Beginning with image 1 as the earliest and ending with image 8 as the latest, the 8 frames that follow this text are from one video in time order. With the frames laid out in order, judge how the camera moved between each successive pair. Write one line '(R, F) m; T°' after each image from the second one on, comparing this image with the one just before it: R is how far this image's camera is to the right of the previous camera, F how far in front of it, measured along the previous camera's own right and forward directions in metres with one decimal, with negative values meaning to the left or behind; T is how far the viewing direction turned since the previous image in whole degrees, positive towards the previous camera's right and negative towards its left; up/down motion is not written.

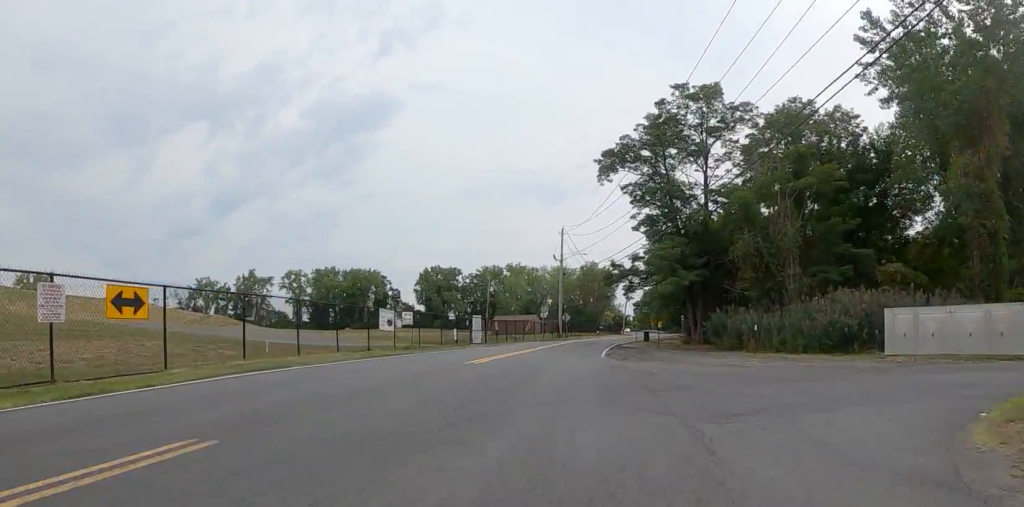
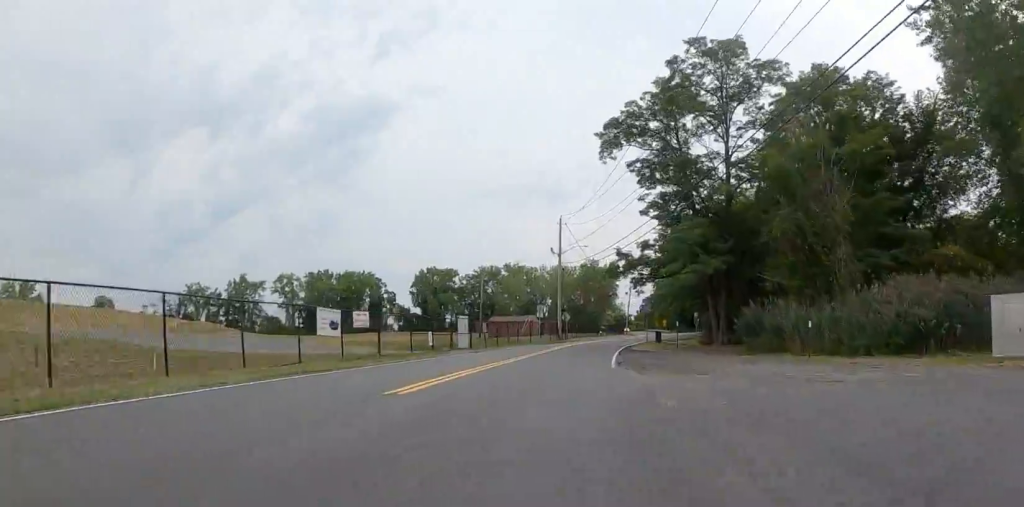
(0.0, +6.3) m; +5°
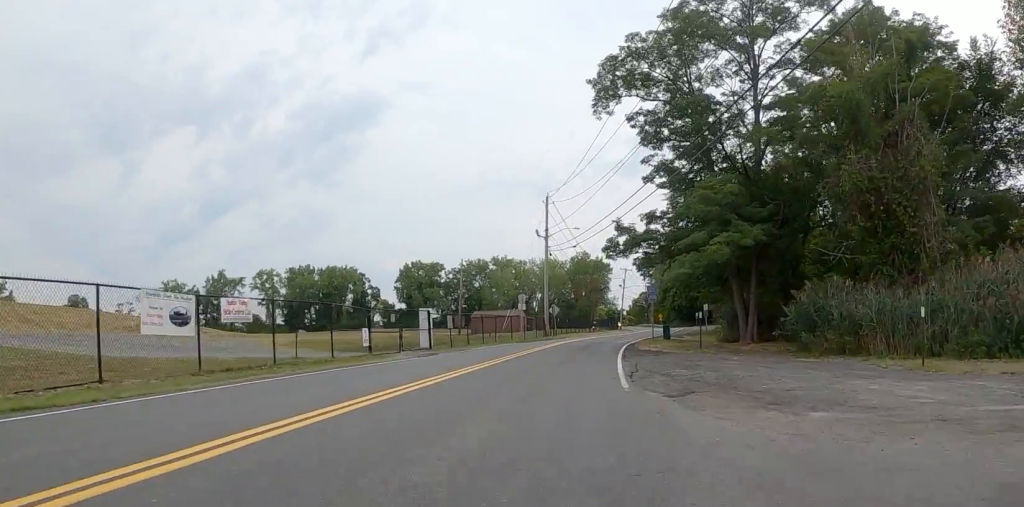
(+0.8, +7.9) m; +8°
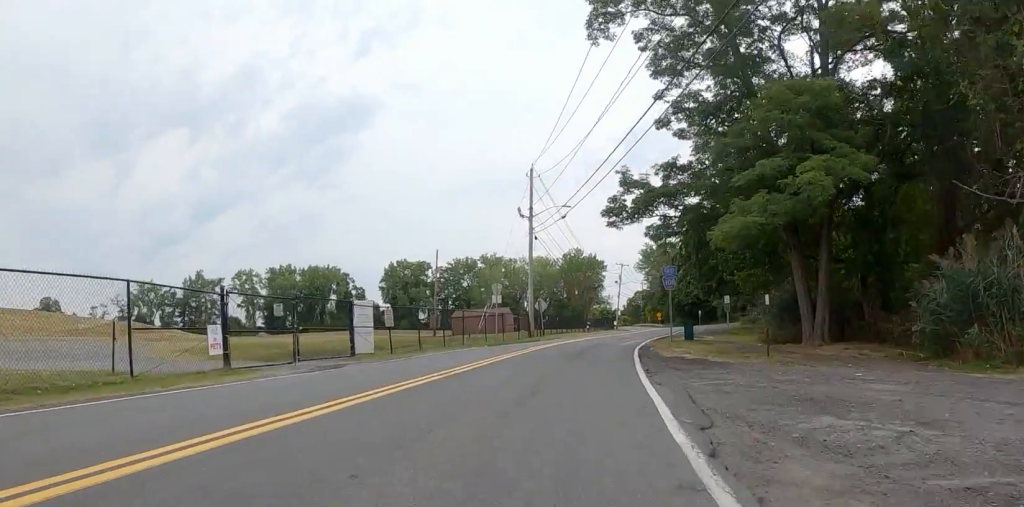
(+0.3, +9.0) m; -3°
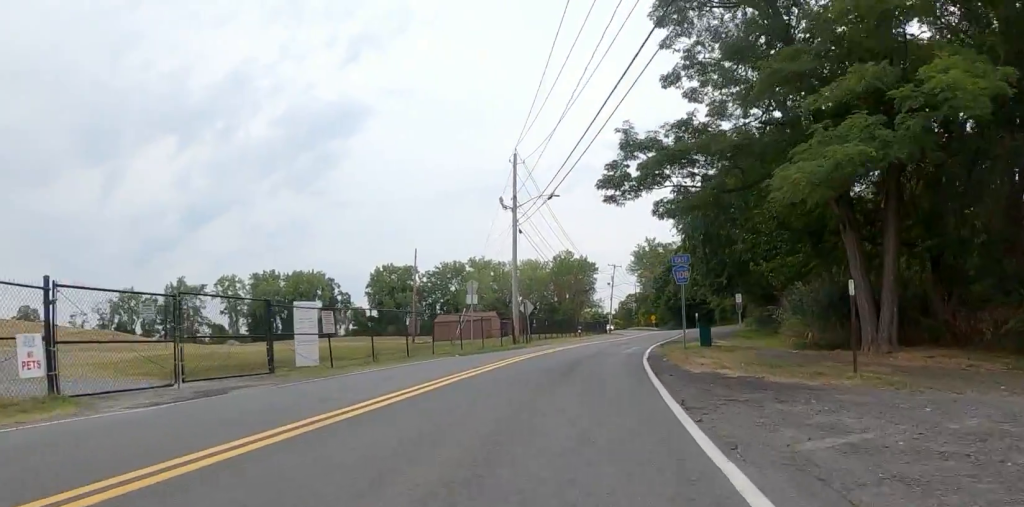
(-0.4, +4.9) m; -4°
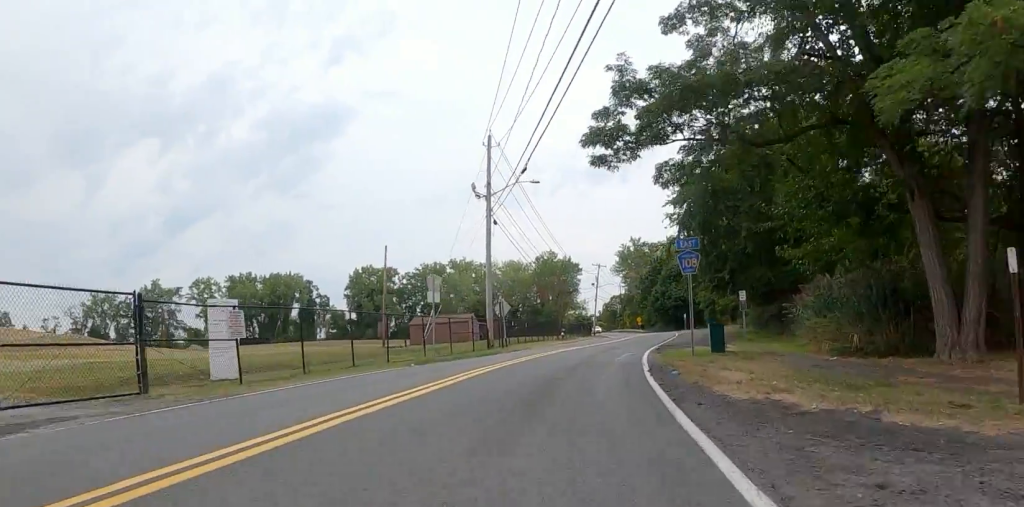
(0.0, +4.1) m; +3°
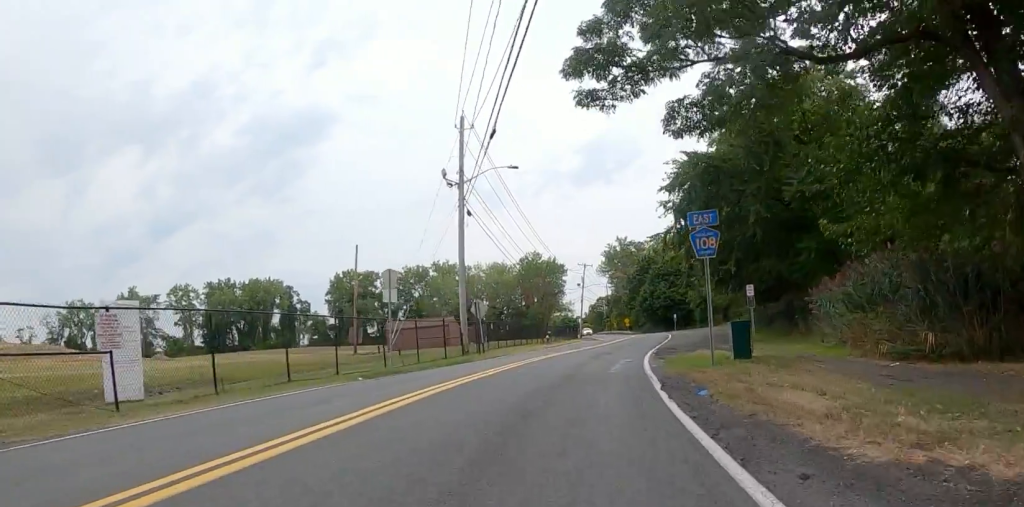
(-0.2, +3.6) m; +3°
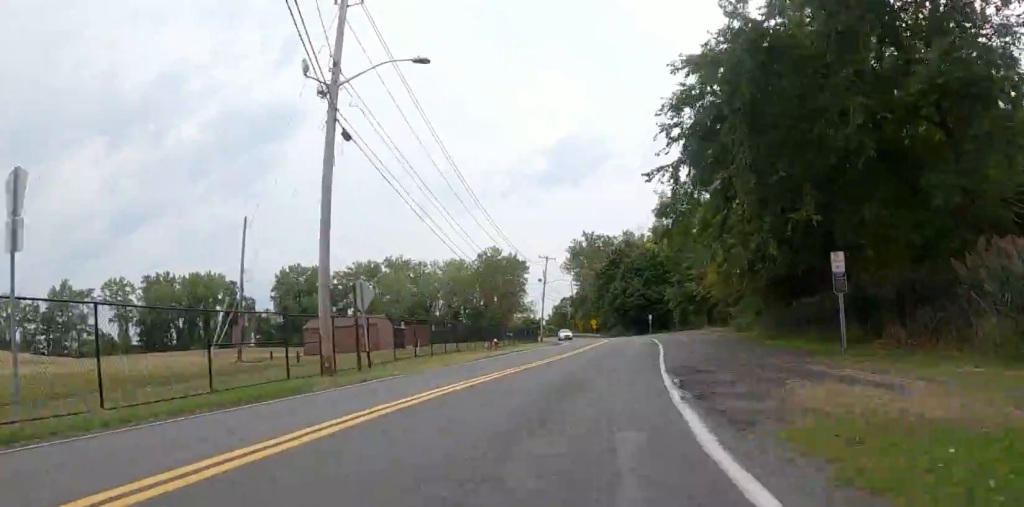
(+1.6, +11.6) m; +10°
